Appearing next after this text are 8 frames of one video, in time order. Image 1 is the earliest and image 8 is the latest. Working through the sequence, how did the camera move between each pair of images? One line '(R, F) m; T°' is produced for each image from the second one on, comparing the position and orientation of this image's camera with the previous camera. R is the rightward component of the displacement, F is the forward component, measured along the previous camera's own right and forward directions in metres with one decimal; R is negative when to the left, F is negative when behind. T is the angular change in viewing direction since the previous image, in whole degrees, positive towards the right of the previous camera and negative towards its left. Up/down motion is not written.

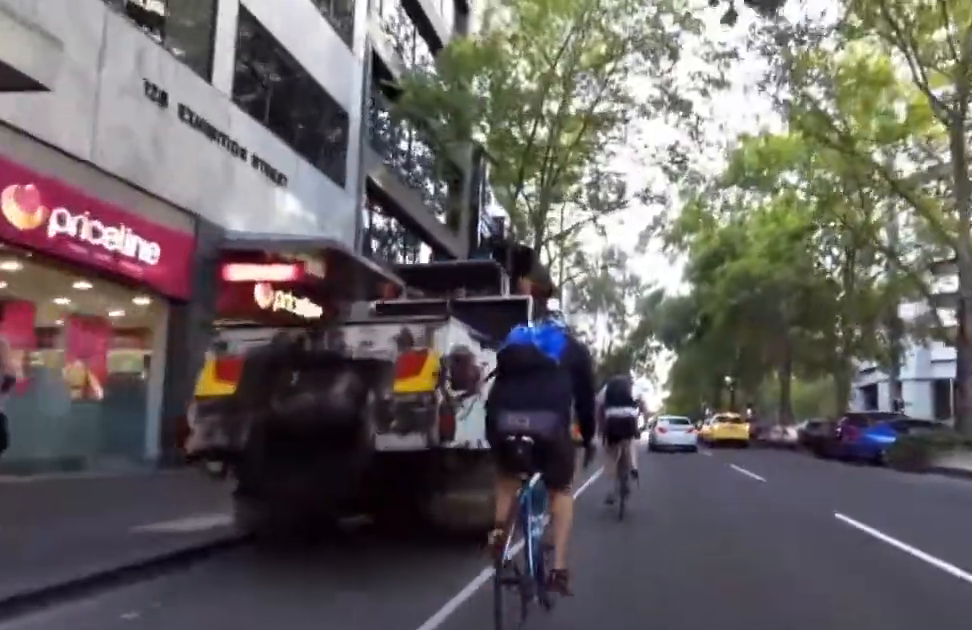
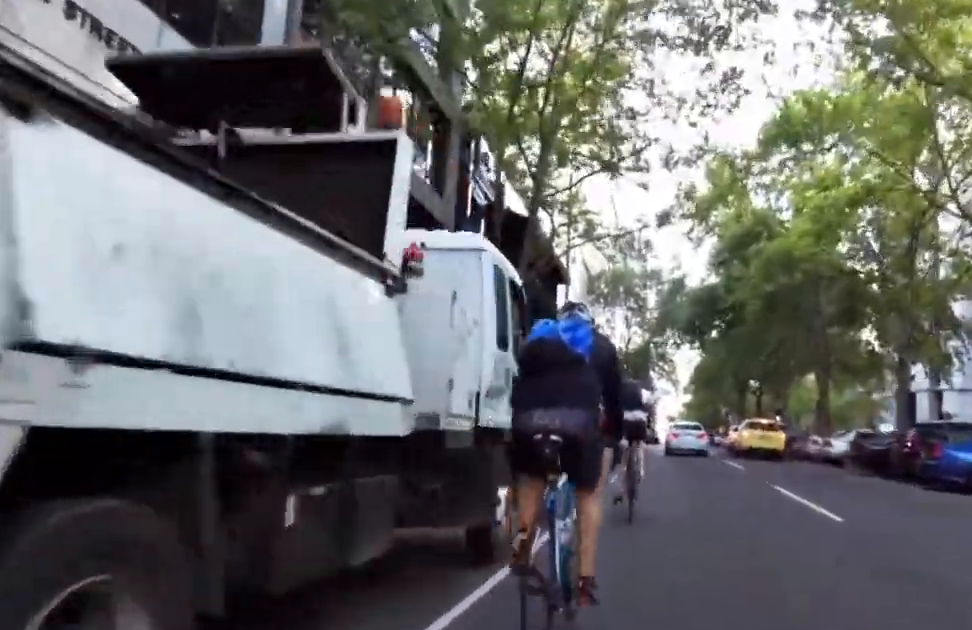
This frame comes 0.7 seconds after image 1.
(-0.3, +10.3) m; 0°
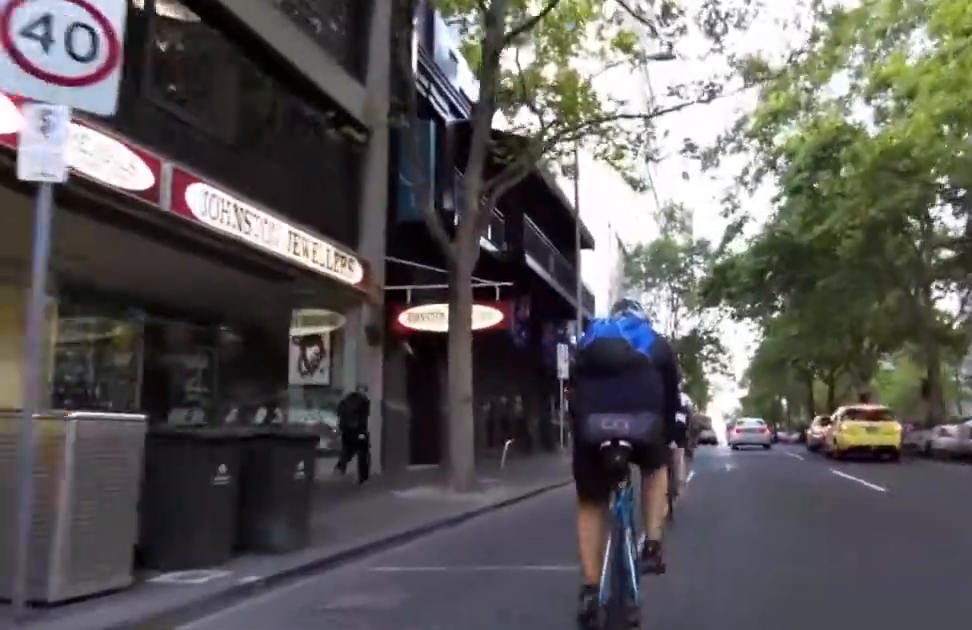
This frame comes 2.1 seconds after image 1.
(+0.4, +18.0) m; -2°
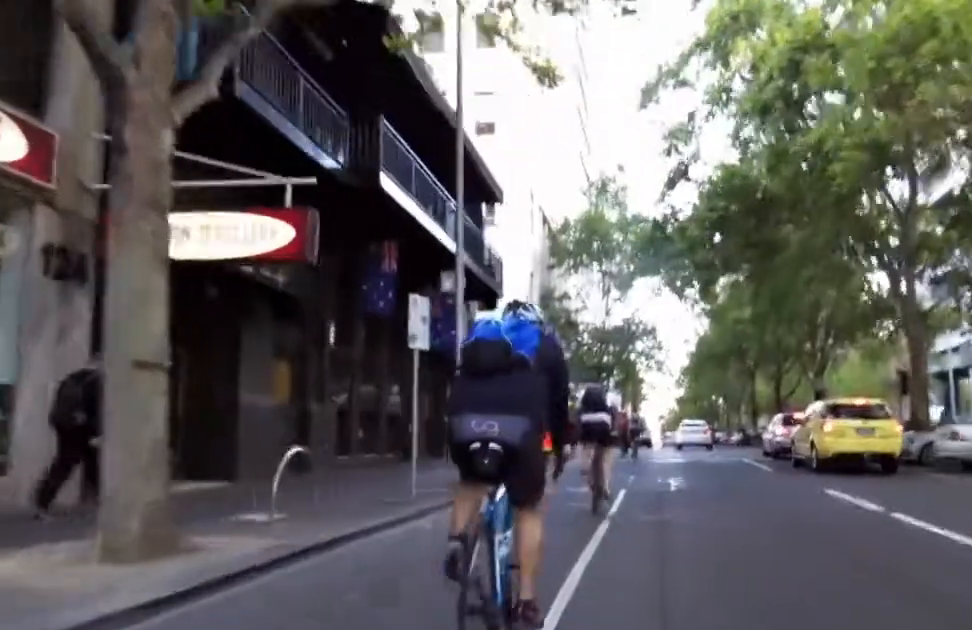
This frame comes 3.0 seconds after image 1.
(-0.4, +10.3) m; -3°
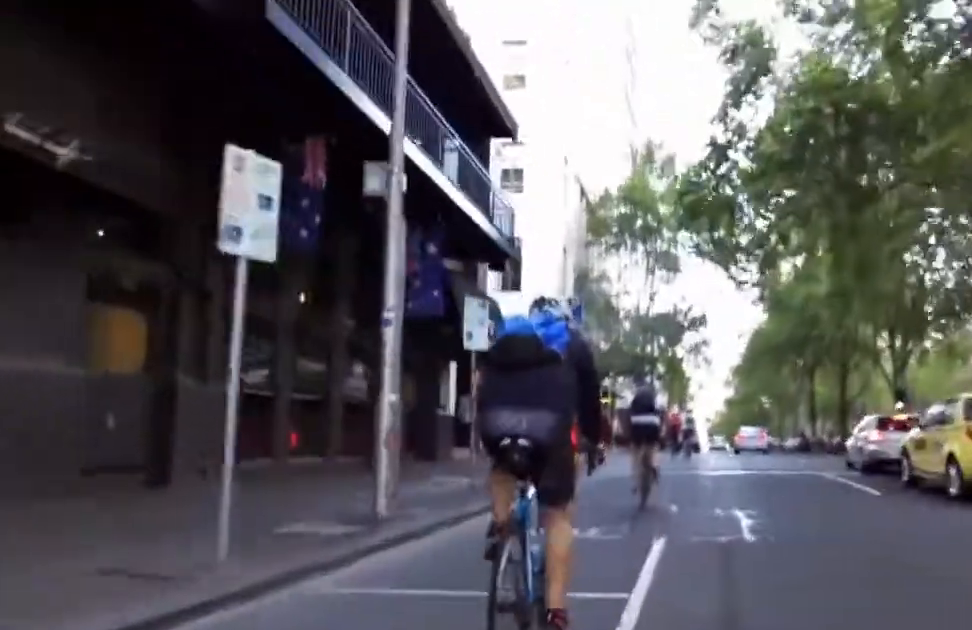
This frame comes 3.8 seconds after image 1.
(-0.1, +8.8) m; -1°
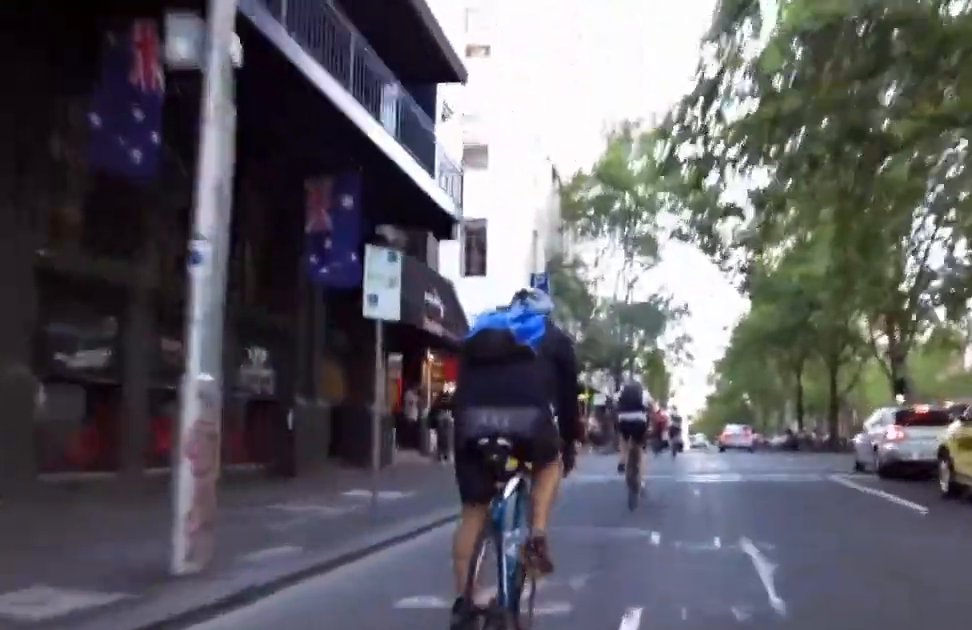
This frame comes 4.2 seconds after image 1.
(0.0, +4.7) m; 0°
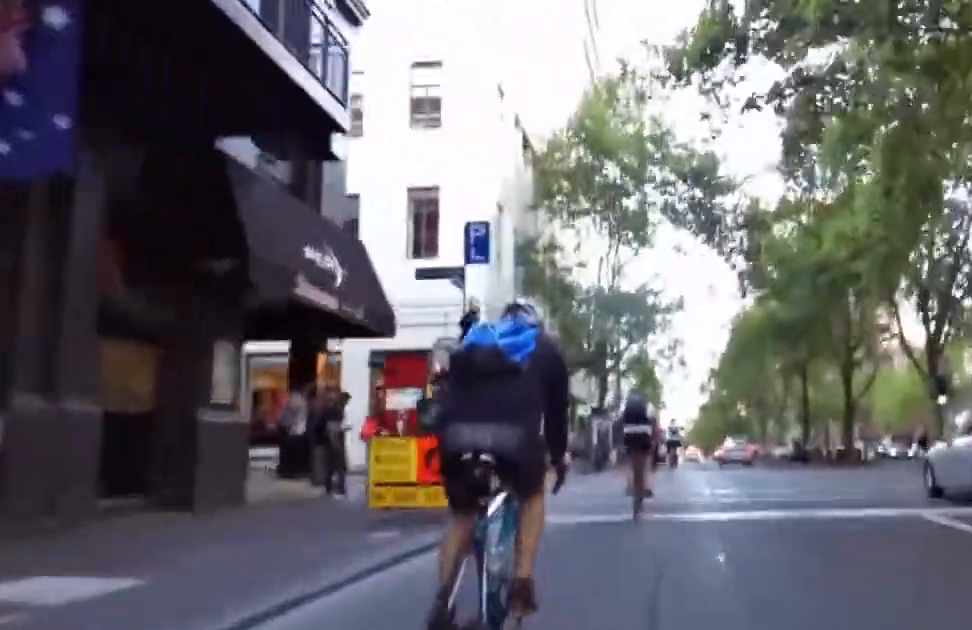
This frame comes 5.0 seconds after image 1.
(0.0, +8.9) m; 0°
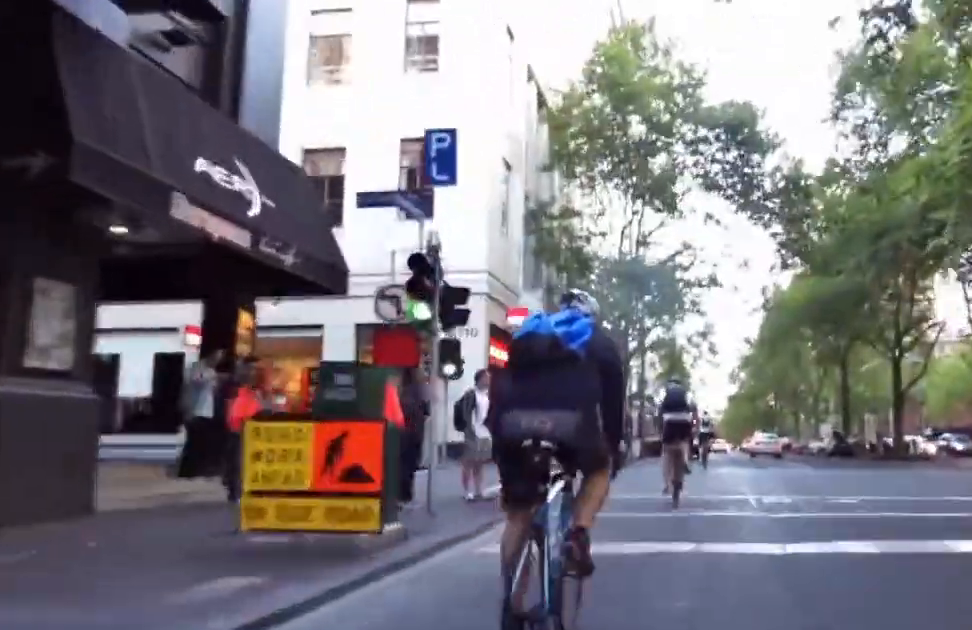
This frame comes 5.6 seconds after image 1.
(0.0, +6.1) m; 0°
